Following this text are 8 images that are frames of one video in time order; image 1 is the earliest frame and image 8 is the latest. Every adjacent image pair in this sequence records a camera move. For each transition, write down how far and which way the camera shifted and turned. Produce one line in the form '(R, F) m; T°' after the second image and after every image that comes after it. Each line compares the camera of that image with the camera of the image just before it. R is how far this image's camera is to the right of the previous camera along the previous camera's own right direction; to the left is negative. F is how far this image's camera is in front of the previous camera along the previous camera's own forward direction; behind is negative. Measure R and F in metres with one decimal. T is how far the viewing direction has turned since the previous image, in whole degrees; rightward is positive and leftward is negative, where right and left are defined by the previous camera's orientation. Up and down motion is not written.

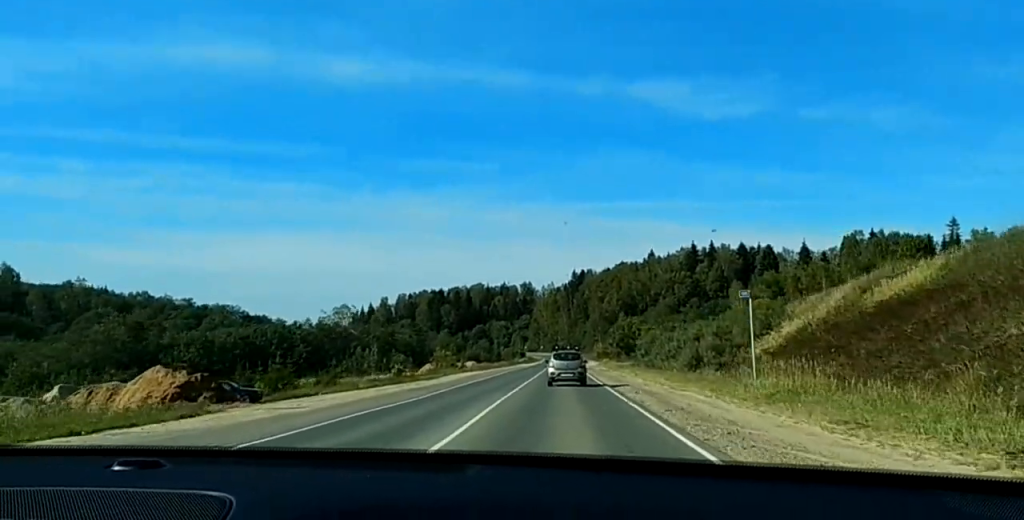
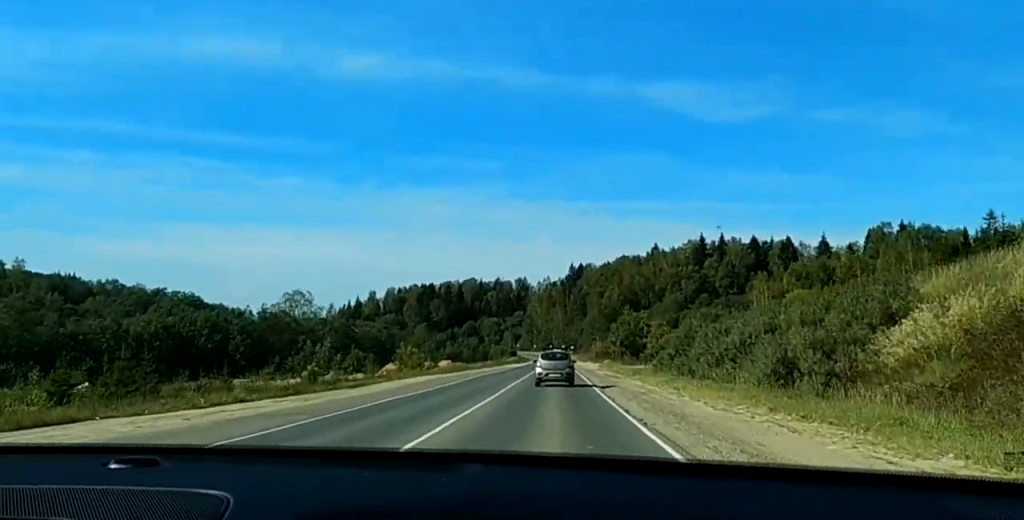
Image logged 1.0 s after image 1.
(+0.4, +26.2) m; +1°
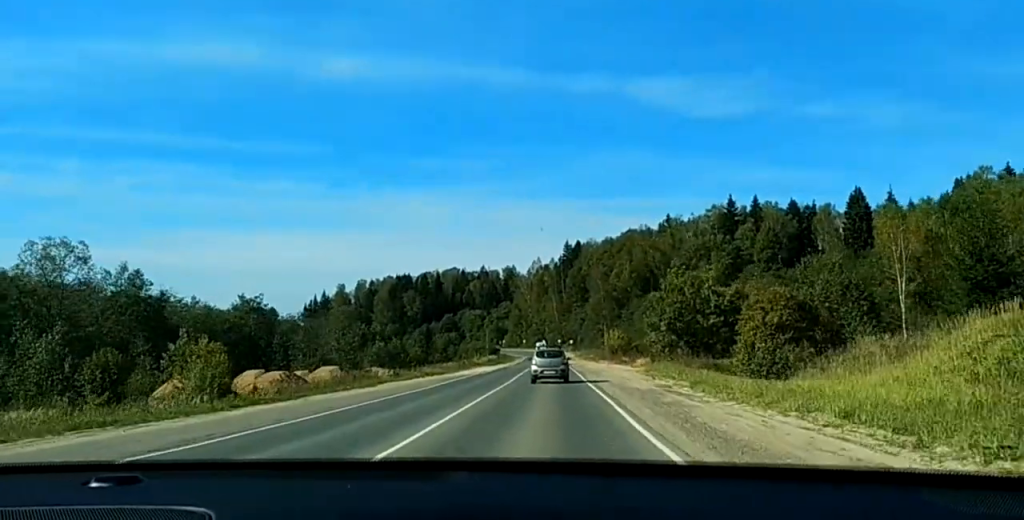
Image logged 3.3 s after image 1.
(-0.1, +64.1) m; -1°
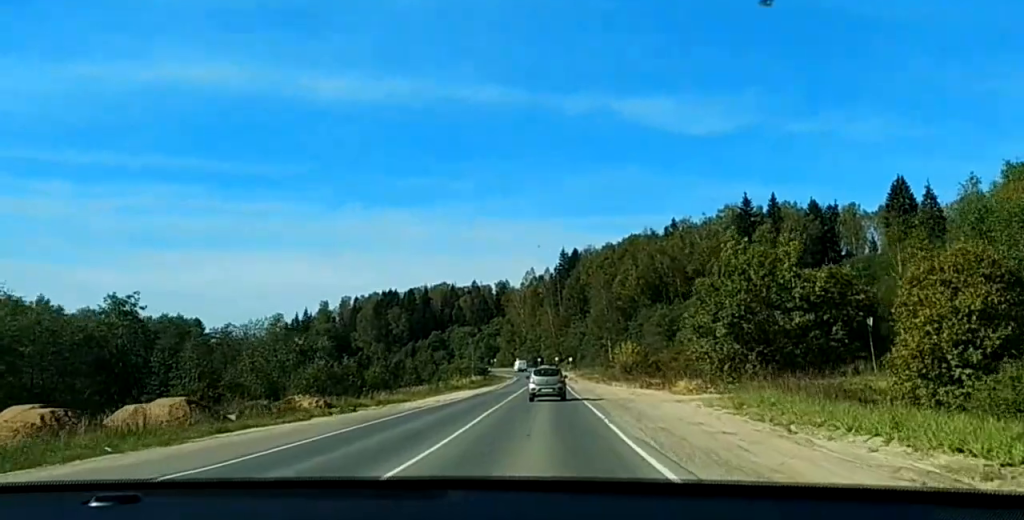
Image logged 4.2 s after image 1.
(-0.3, +27.0) m; 0°
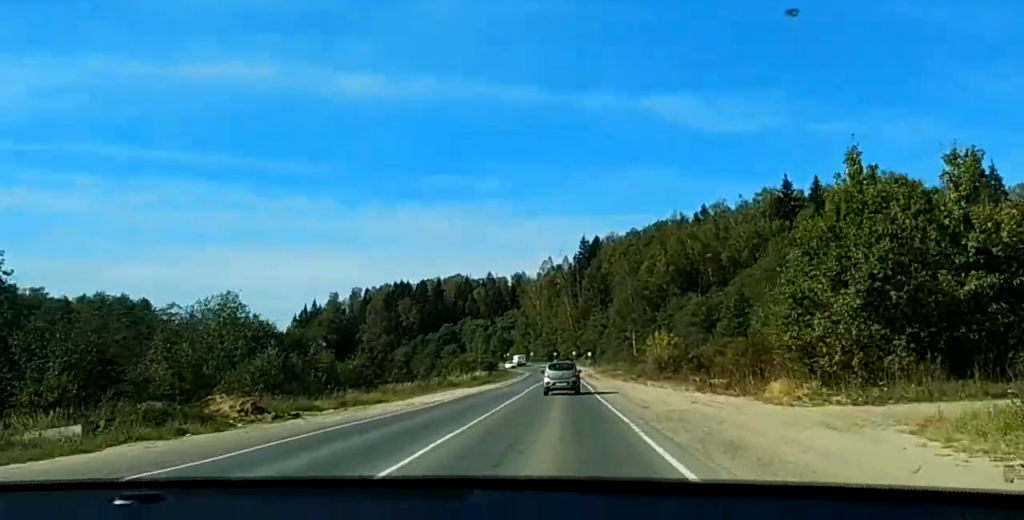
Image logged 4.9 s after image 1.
(+0.1, +18.2) m; +1°
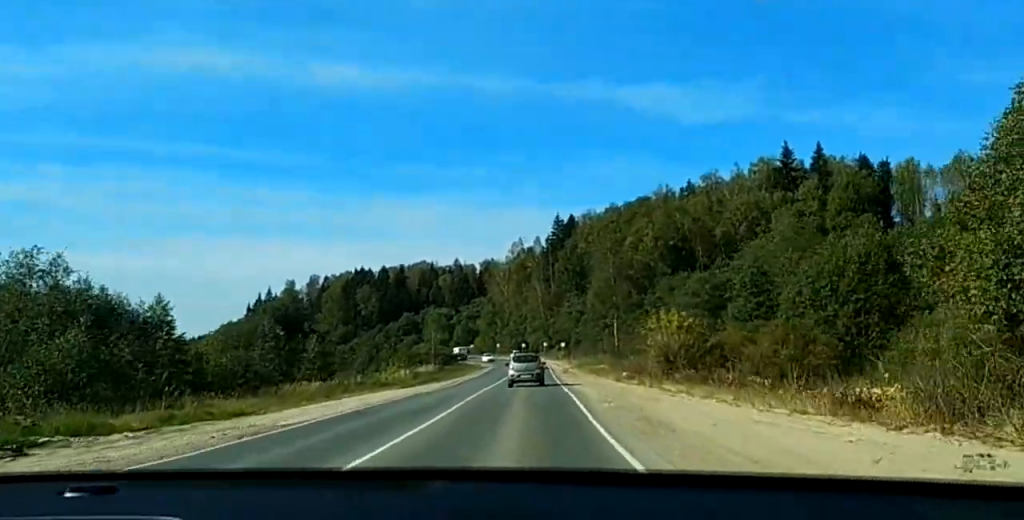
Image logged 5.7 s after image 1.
(+0.3, +23.9) m; +1°
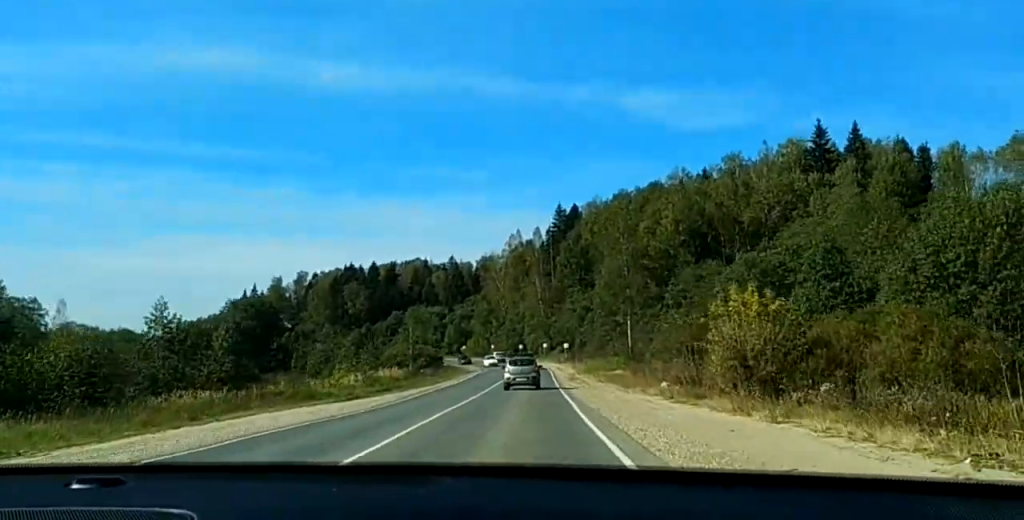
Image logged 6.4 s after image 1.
(0.0, +20.4) m; 0°
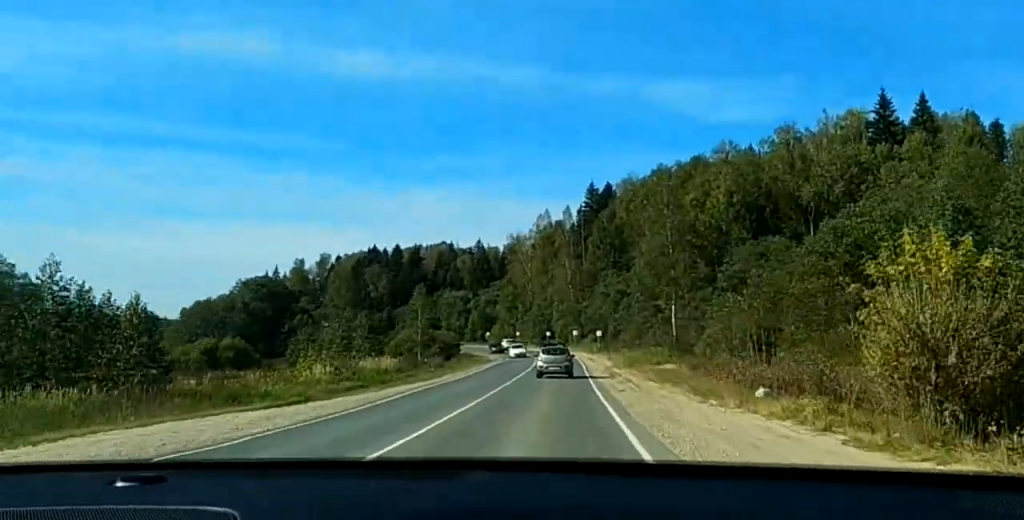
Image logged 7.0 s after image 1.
(-0.1, +14.6) m; 0°
